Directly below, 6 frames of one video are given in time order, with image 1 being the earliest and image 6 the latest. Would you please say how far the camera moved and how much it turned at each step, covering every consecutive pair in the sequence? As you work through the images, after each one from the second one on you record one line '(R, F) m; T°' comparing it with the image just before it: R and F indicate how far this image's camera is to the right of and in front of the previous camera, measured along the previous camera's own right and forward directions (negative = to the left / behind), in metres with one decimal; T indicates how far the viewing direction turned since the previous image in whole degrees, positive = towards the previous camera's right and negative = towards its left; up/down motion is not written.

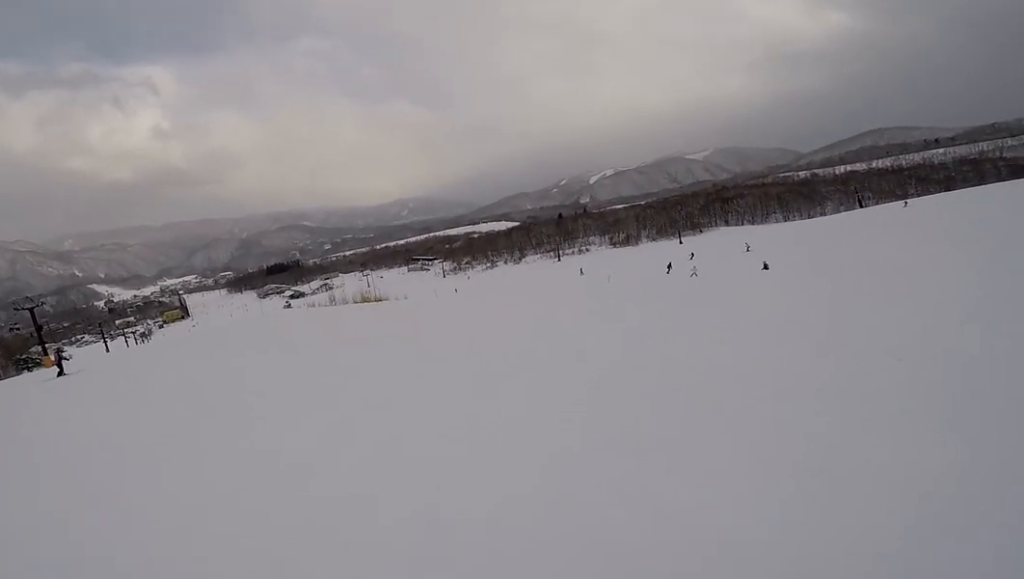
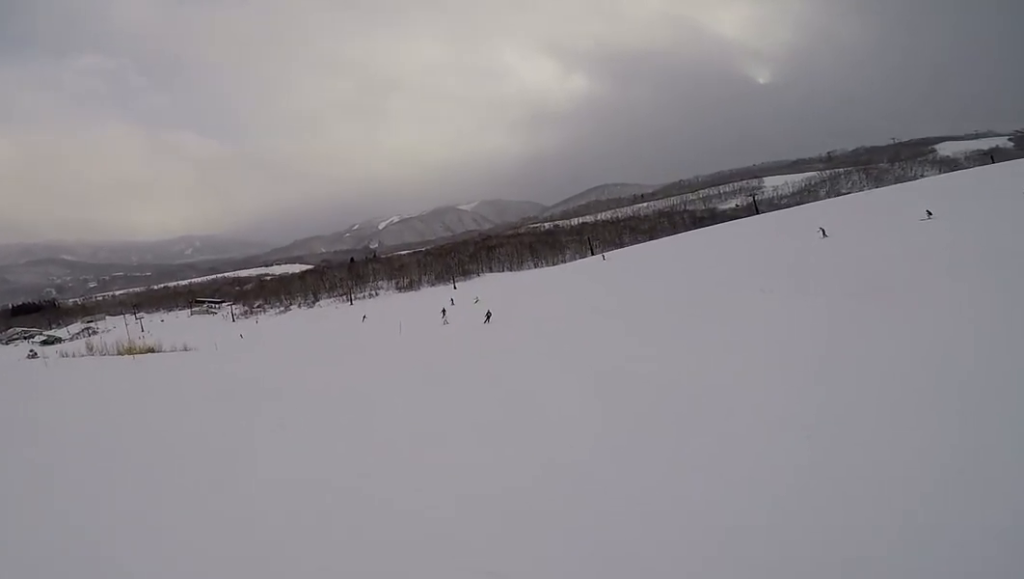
(+0.2, +2.8) m; +8°
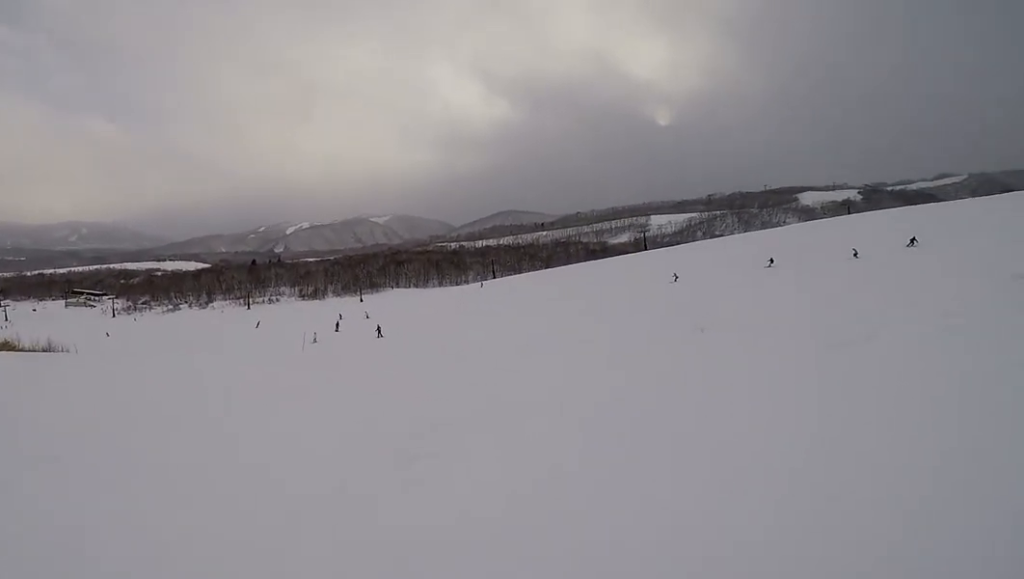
(+0.1, +2.7) m; +4°
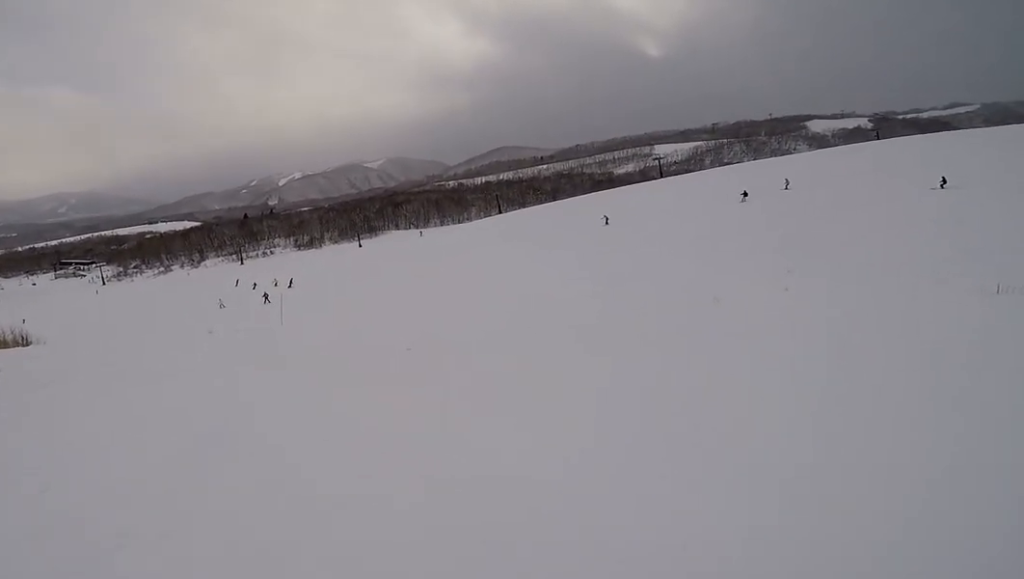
(+1.0, +11.5) m; +6°
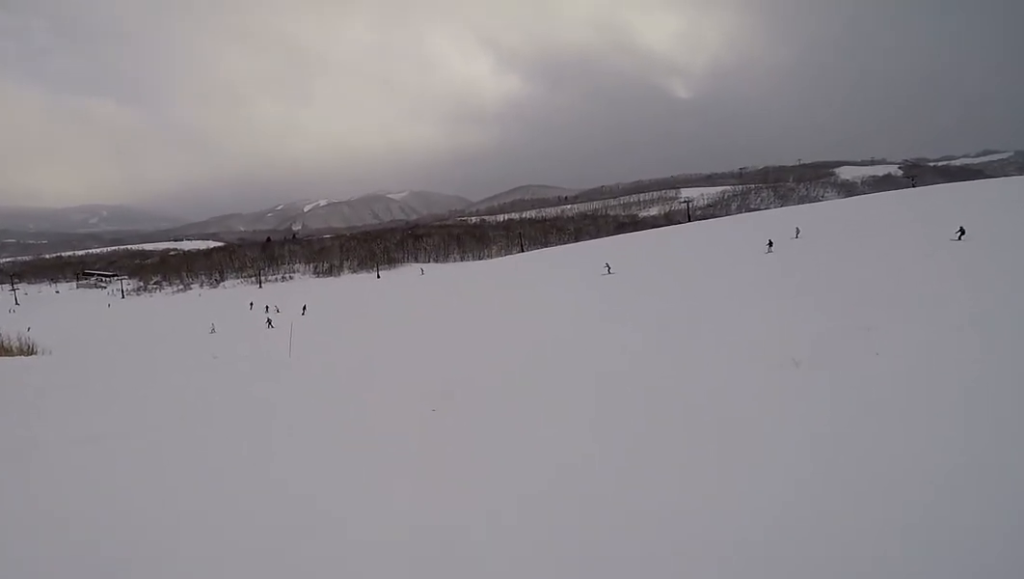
(0.0, +3.3) m; 0°
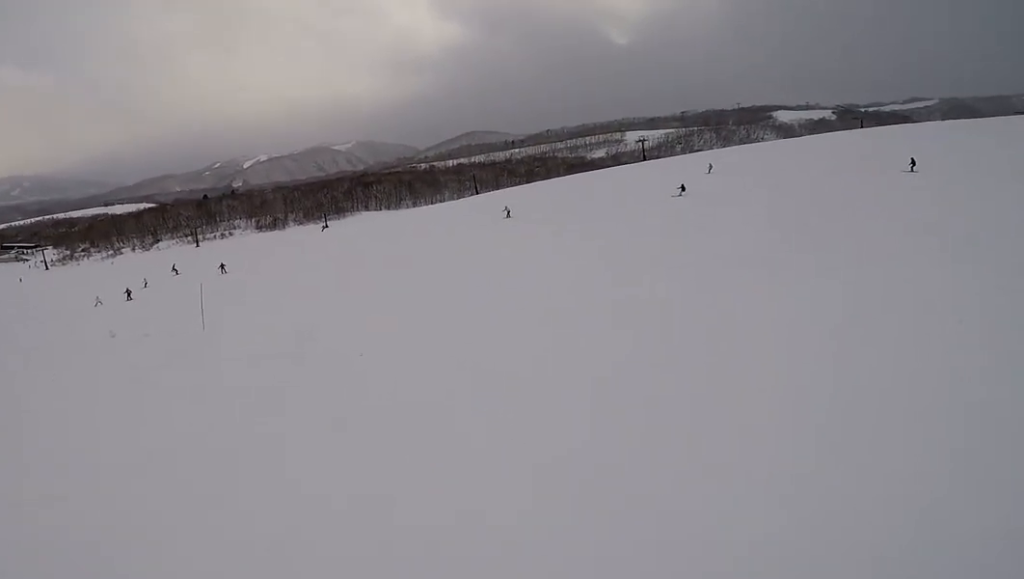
(-0.1, +9.3) m; 0°
